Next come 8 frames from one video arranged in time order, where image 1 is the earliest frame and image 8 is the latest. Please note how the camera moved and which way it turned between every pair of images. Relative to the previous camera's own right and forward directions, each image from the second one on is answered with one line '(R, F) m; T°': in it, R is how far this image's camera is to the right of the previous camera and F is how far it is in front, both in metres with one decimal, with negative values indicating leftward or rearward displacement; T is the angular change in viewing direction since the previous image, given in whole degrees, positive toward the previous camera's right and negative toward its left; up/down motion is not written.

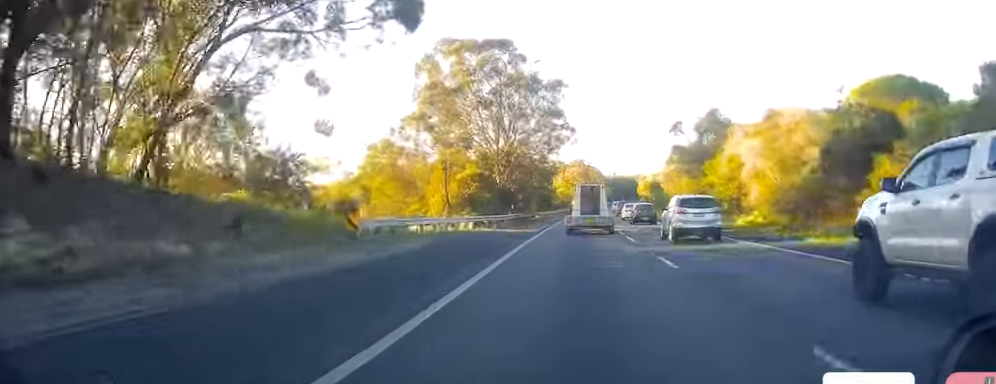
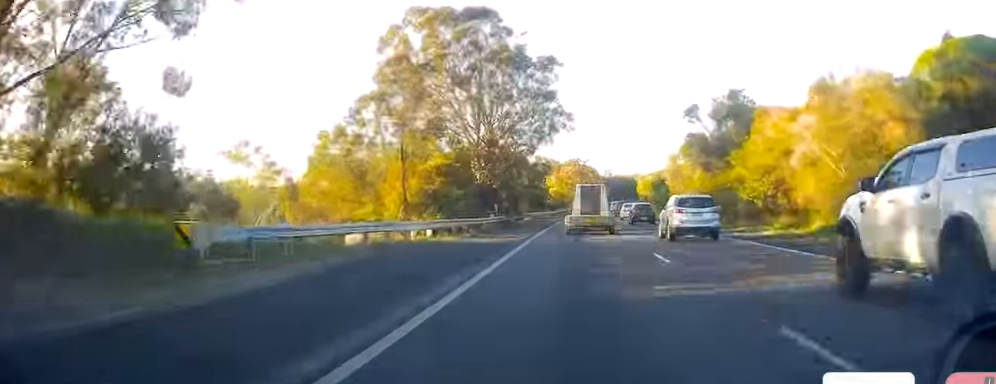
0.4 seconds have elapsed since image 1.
(+0.1, +10.9) m; 0°
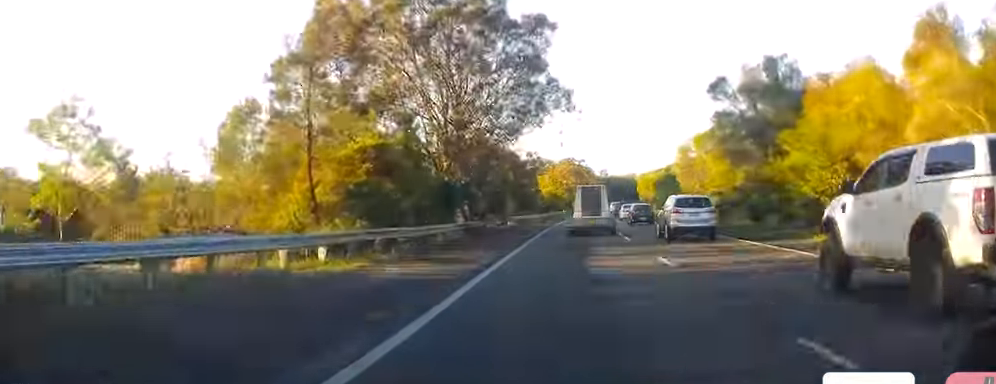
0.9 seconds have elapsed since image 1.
(+0.3, +12.8) m; 0°
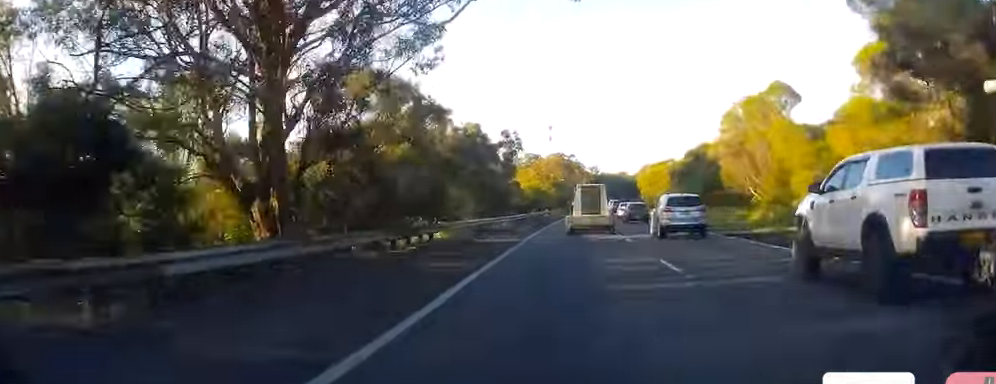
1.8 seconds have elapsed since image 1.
(-0.4, +26.3) m; +1°
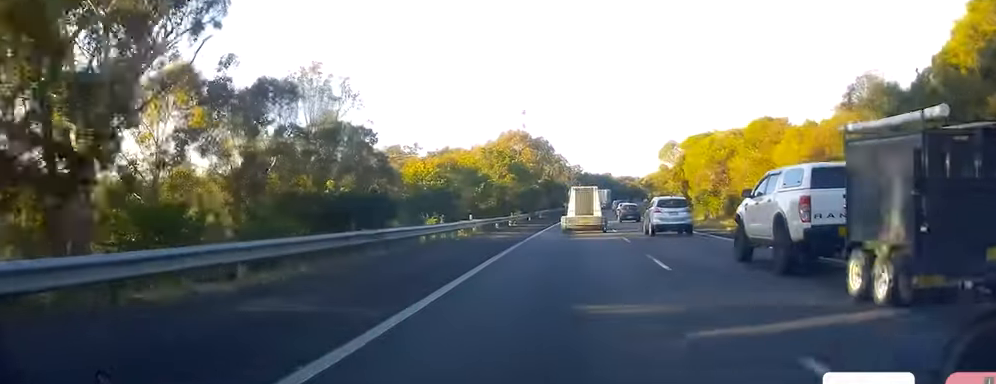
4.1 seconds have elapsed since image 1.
(+1.3, +60.6) m; +2°
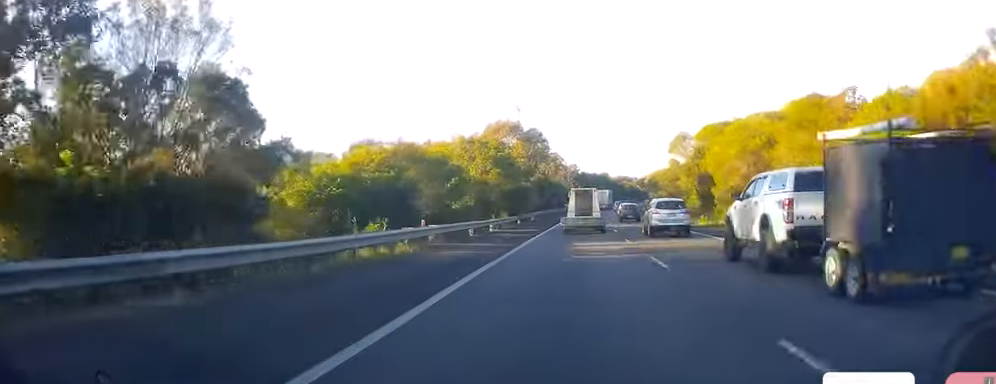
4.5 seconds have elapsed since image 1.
(+0.3, +11.3) m; +1°
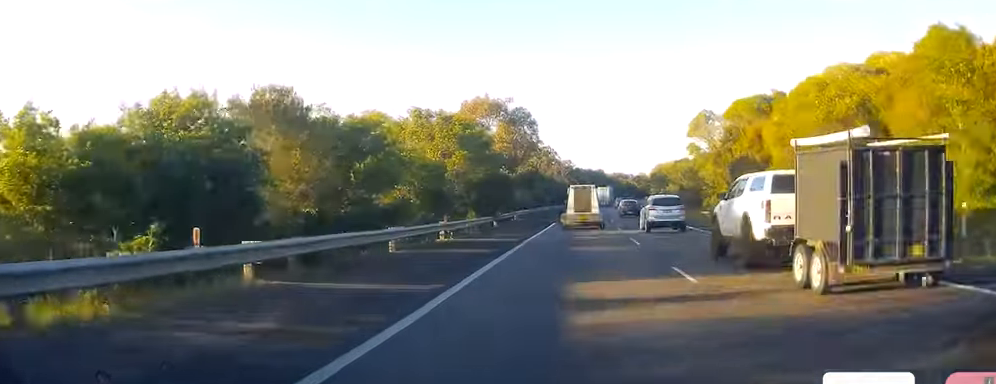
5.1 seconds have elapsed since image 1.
(+0.3, +15.6) m; +1°
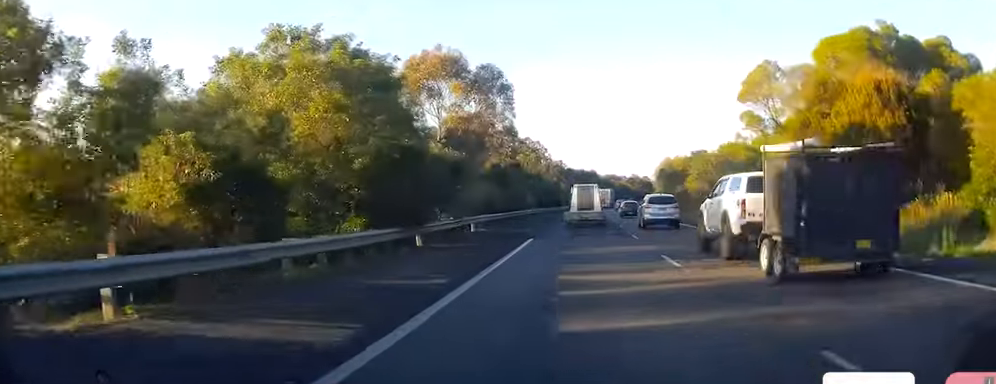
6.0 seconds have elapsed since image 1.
(-0.1, +21.4) m; -1°
